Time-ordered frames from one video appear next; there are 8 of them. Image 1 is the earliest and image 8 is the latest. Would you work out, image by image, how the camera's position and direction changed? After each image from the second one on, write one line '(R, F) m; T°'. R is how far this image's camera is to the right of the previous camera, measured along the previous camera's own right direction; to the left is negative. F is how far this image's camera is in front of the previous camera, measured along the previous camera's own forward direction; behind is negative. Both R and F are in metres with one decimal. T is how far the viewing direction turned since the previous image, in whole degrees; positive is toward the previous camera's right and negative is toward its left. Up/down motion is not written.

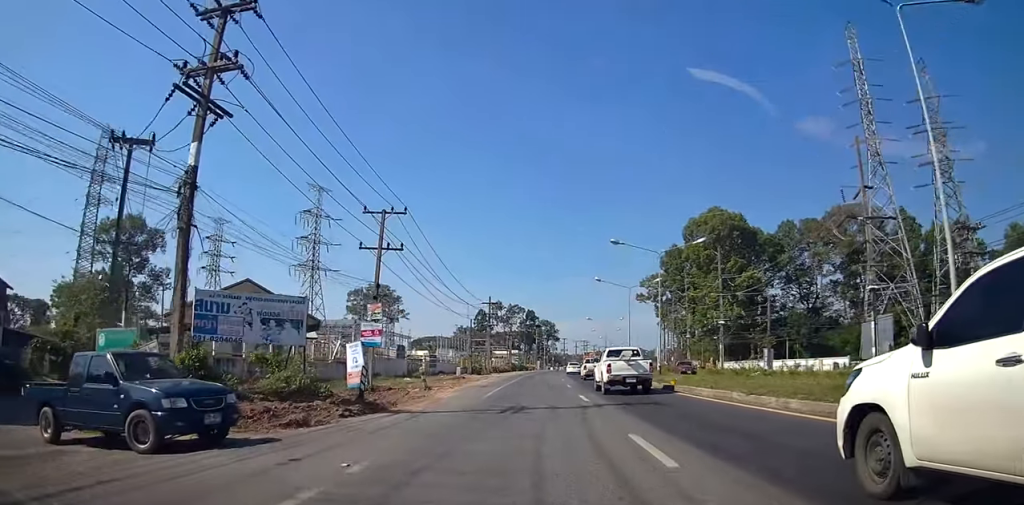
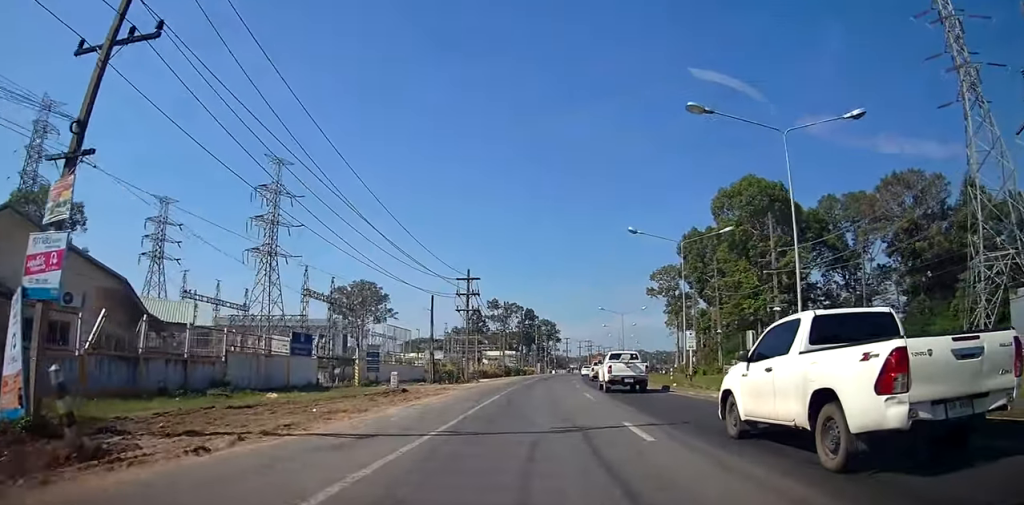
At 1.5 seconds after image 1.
(+0.4, +21.8) m; 0°
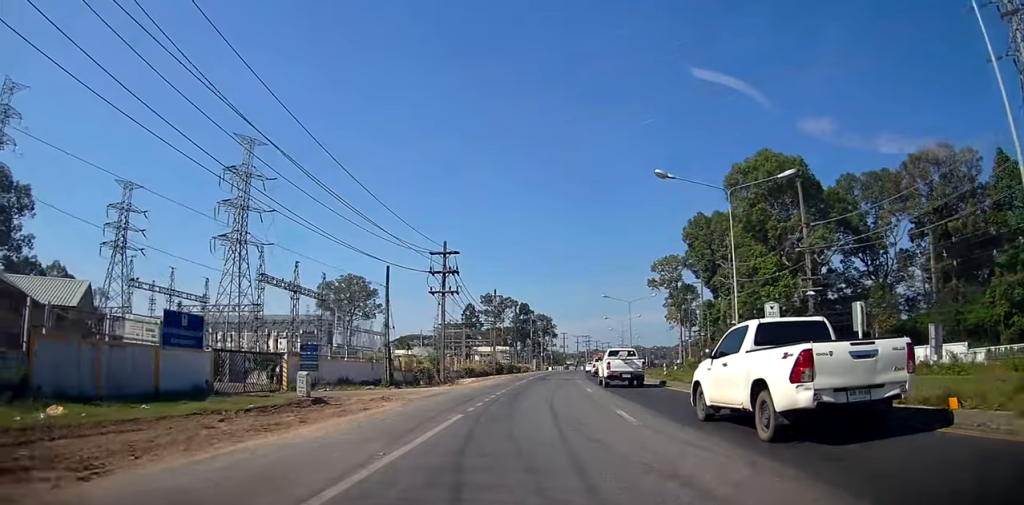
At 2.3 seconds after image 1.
(-0.3, +10.1) m; 0°
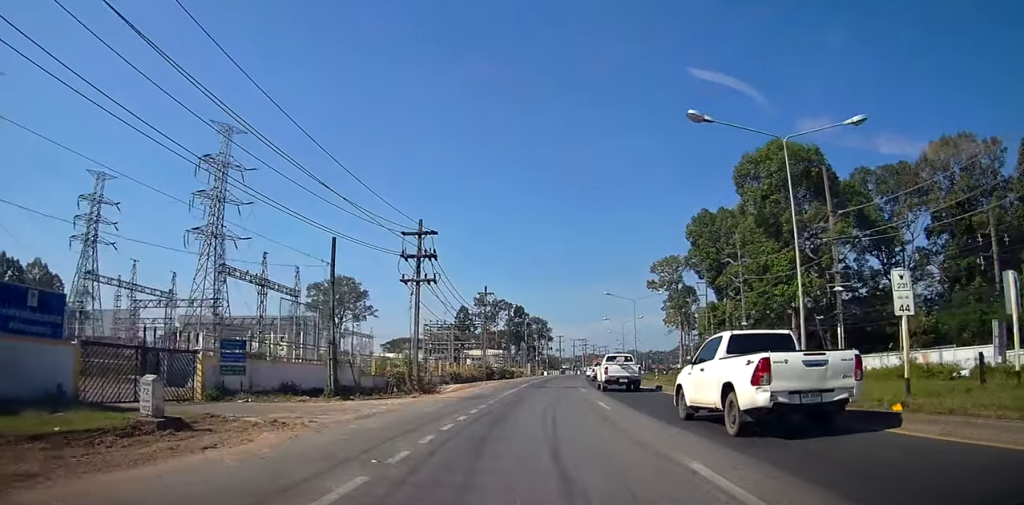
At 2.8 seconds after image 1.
(-0.1, +6.8) m; 0°
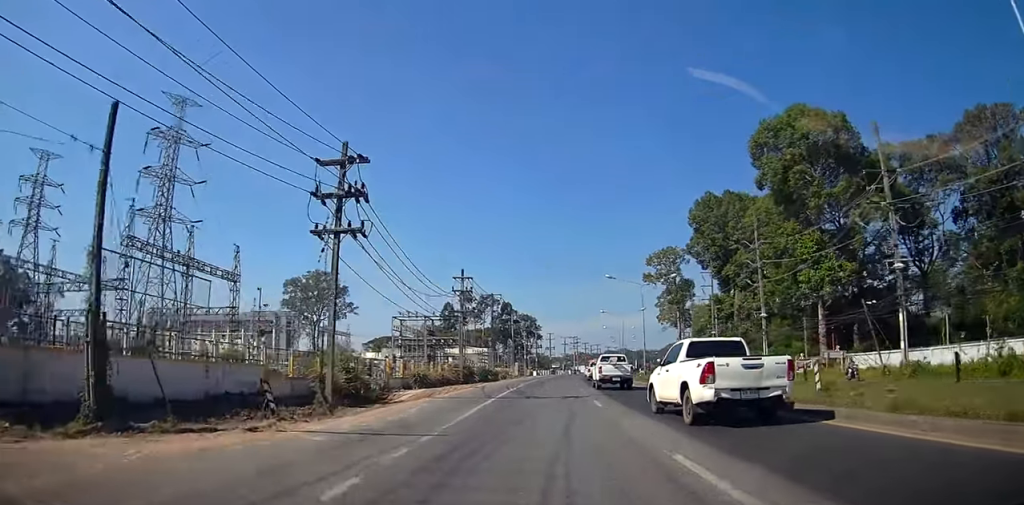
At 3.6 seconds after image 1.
(+0.2, +11.2) m; +2°
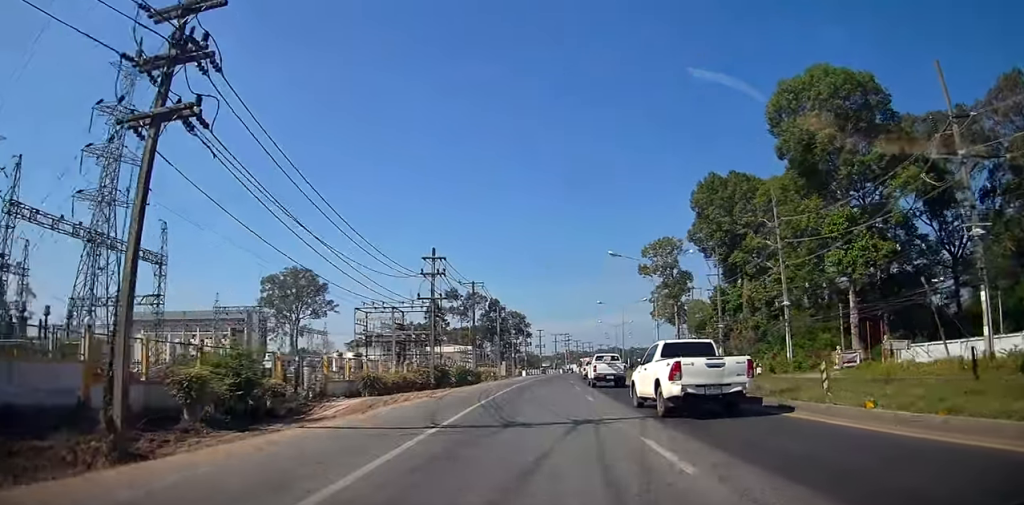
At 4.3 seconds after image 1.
(+0.2, +10.1) m; +1°
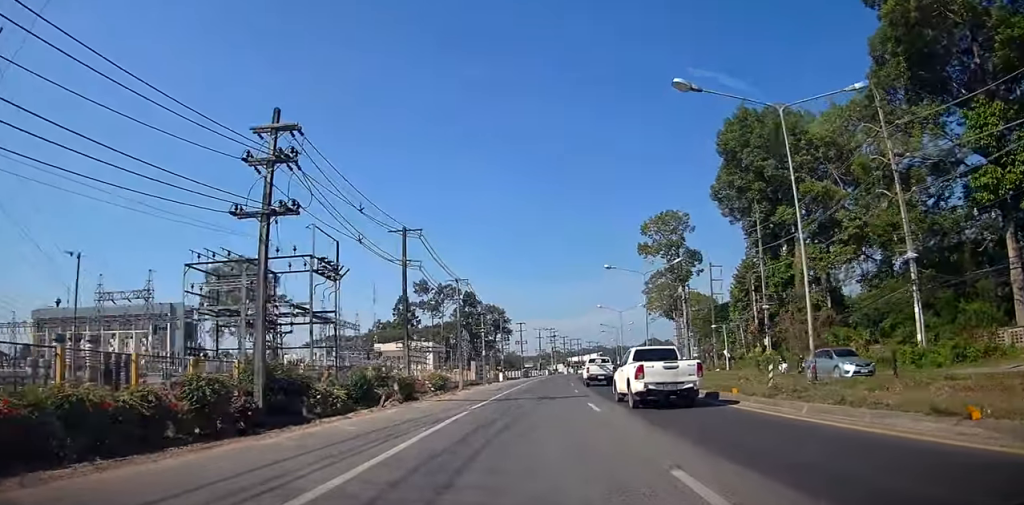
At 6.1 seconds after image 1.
(+0.4, +27.0) m; +2°
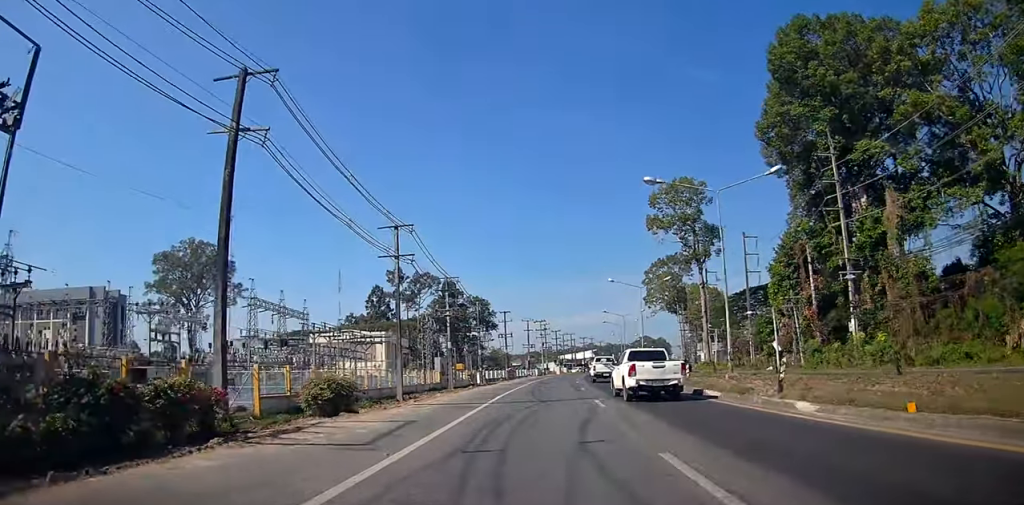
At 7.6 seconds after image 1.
(+0.3, +23.1) m; +1°
